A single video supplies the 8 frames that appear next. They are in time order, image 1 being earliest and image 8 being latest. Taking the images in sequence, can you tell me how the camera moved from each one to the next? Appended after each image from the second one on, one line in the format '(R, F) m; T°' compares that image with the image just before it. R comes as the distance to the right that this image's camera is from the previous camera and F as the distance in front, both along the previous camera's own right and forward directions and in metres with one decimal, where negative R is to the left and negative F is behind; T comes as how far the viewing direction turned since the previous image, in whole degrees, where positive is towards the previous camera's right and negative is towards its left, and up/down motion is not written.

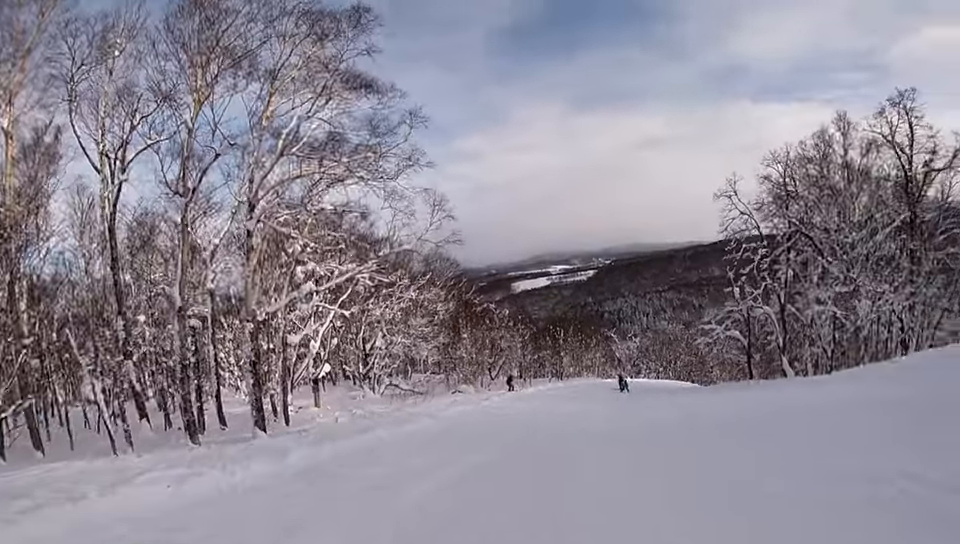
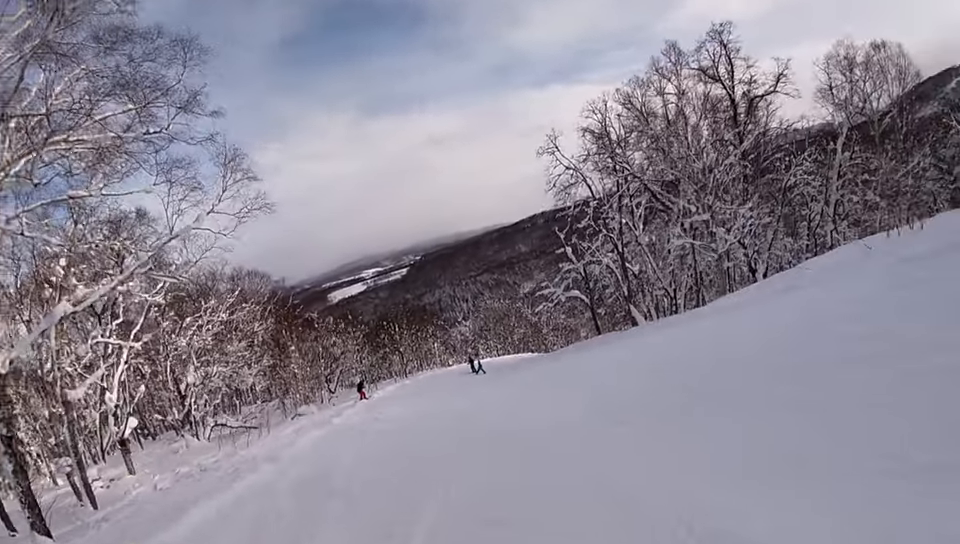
(+1.2, +4.6) m; +25°
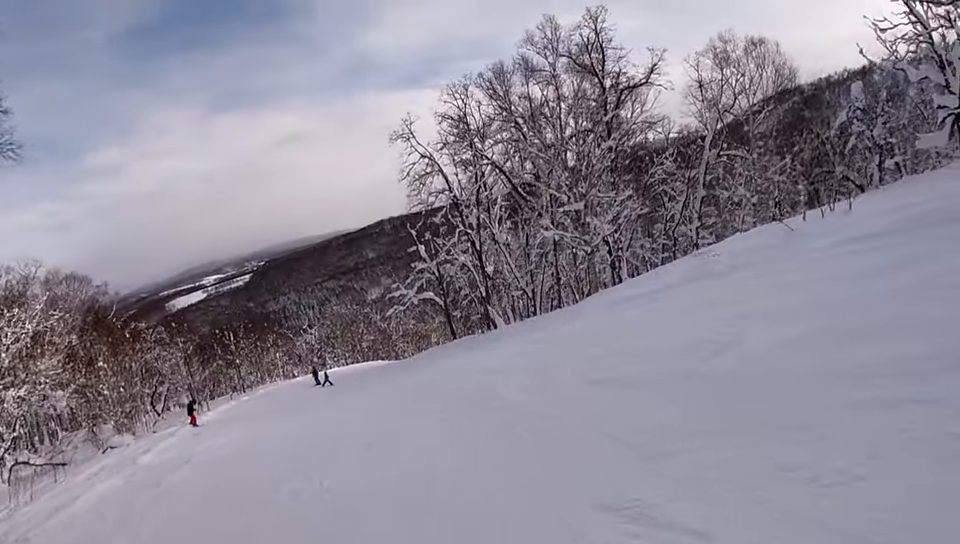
(+0.8, +3.8) m; +12°
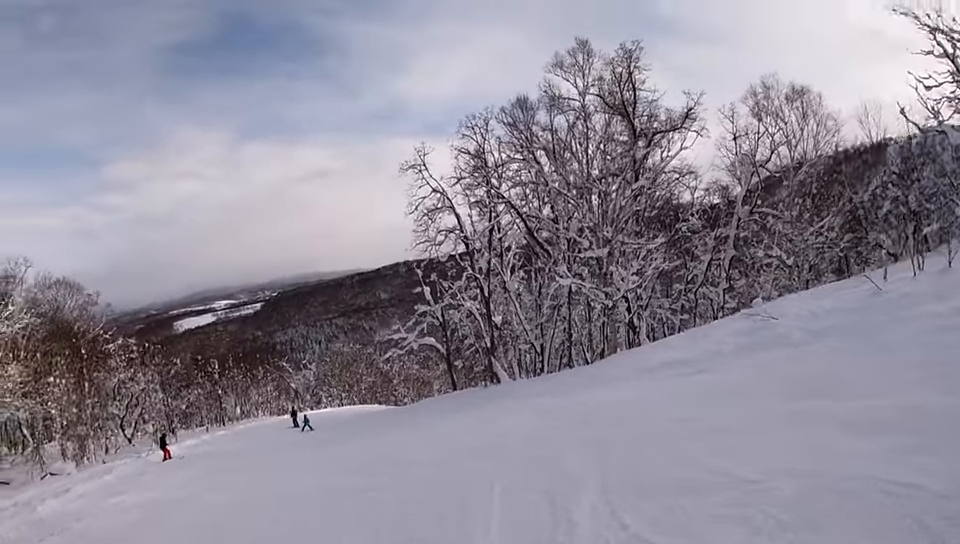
(+1.1, +3.8) m; -1°
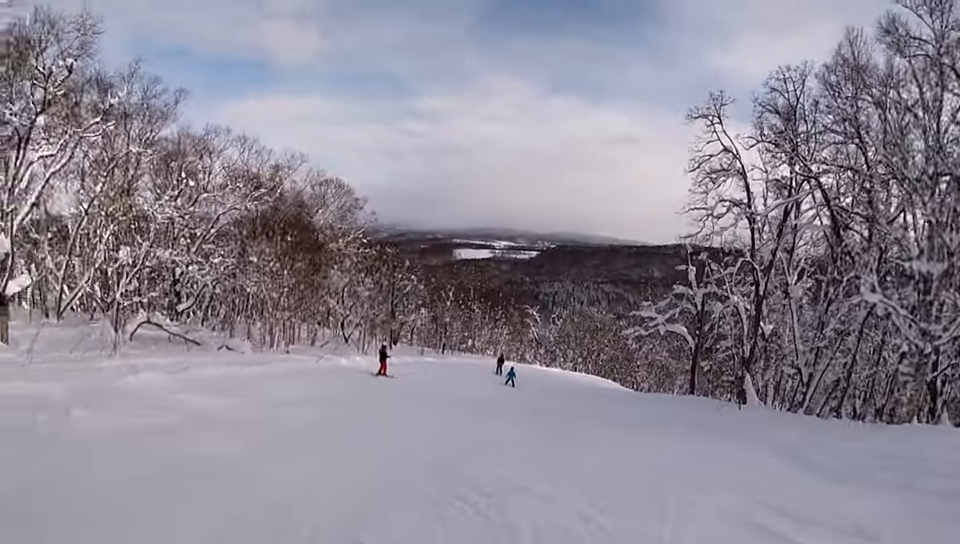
(-1.6, +5.0) m; -31°
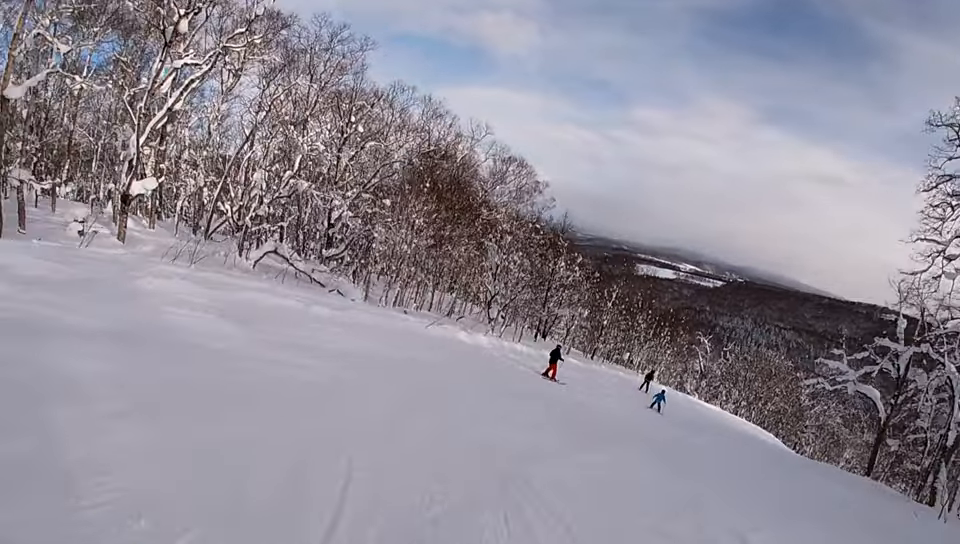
(-1.1, +3.9) m; -14°
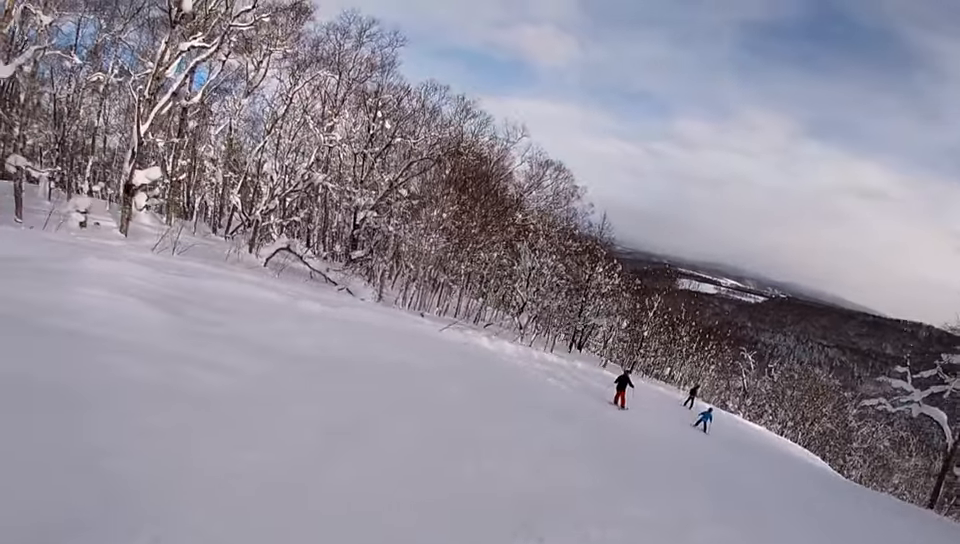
(-0.2, +2.4) m; -8°
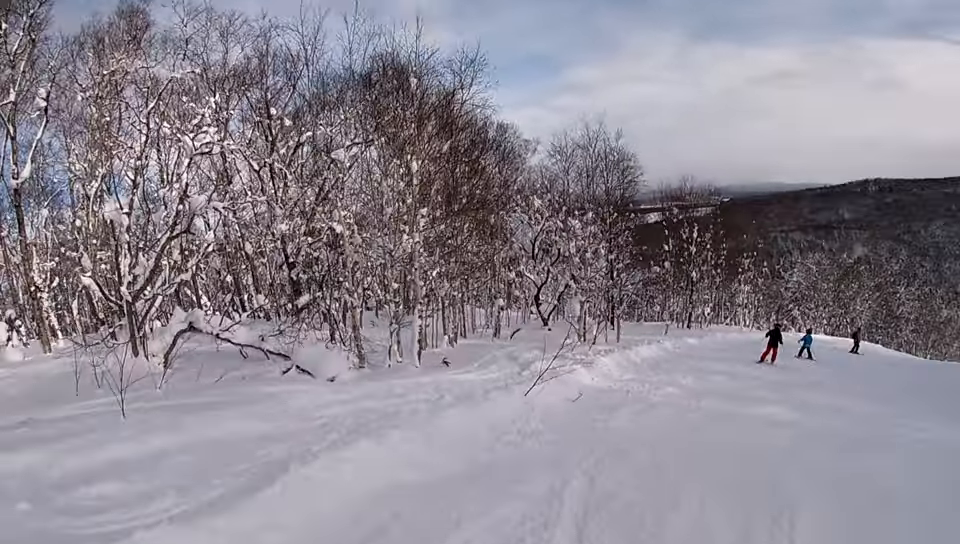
(-2.8, +8.6) m; -9°
